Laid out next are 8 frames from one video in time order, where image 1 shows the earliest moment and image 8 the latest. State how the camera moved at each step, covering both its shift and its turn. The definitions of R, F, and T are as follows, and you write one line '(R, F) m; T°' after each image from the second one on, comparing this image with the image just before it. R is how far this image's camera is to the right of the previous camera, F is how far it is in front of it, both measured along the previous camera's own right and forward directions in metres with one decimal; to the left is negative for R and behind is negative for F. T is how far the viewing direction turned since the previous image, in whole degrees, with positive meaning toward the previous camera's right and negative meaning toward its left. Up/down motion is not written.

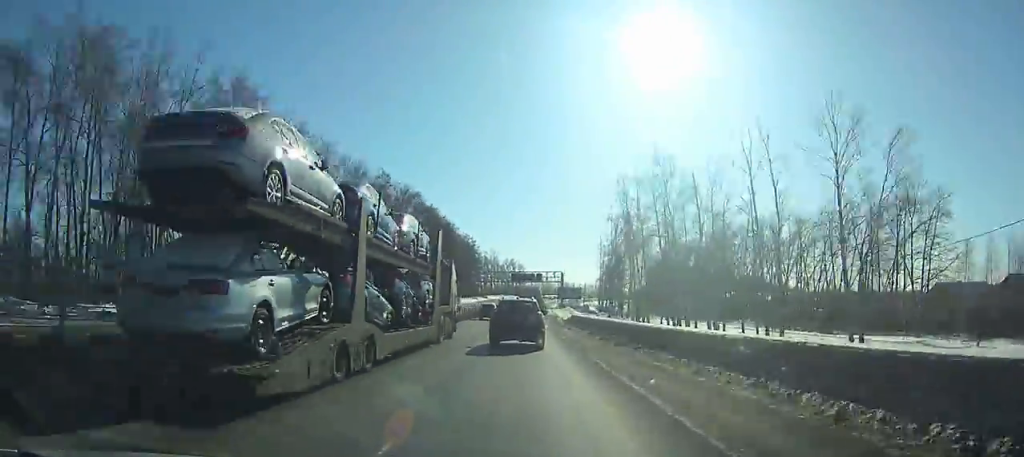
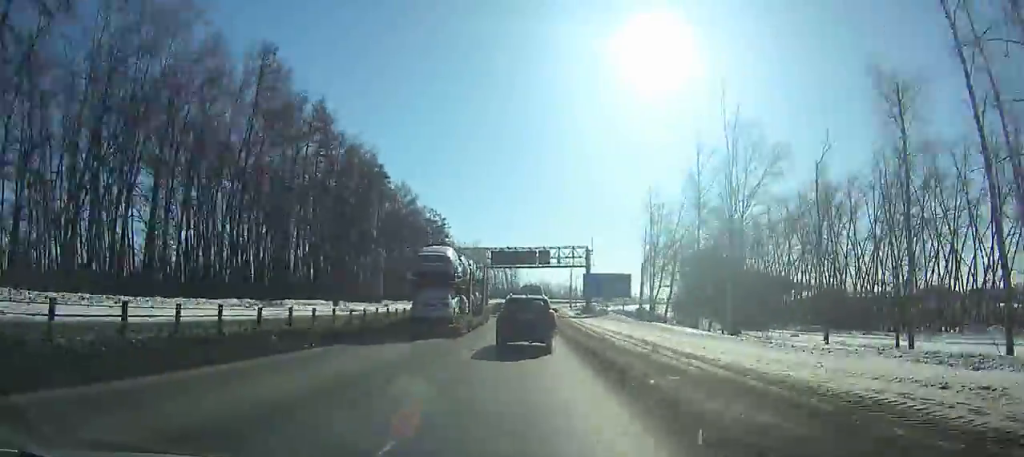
(+0.2, +72.1) m; +1°
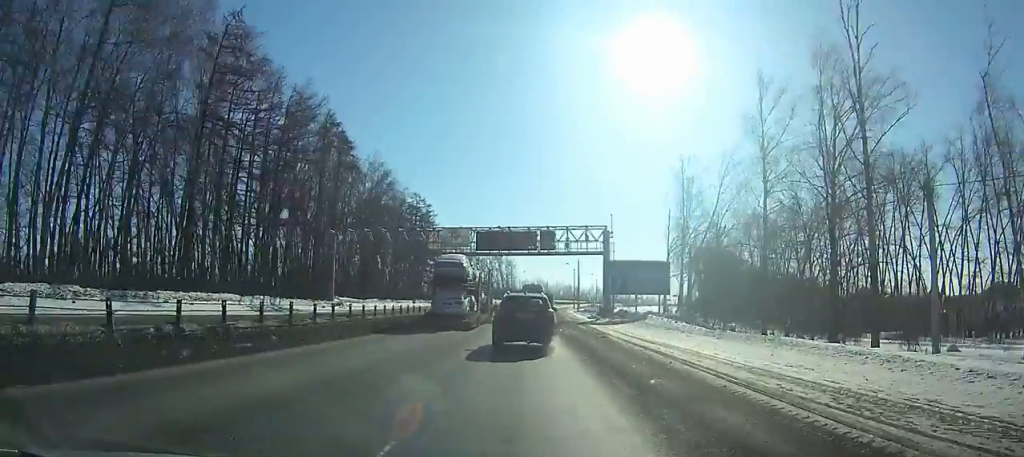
(+0.1, +21.0) m; 0°
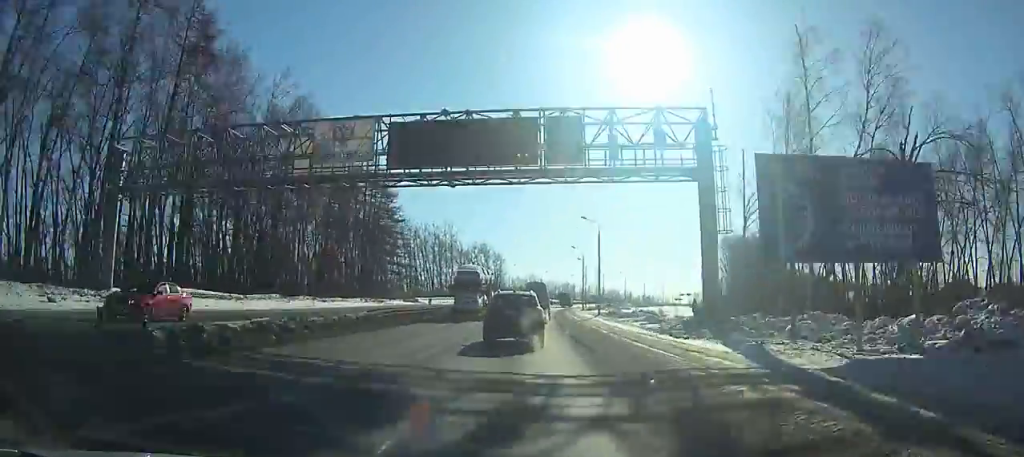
(+0.2, +38.4) m; +1°
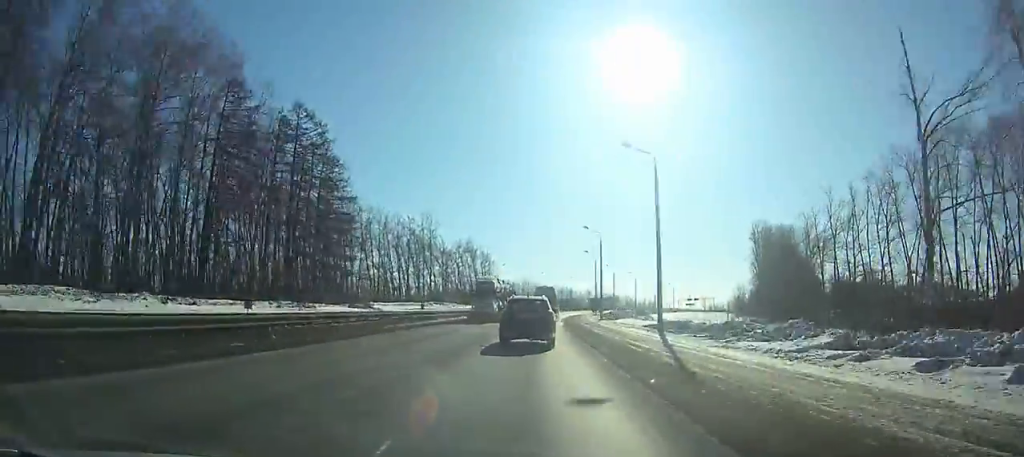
(+0.2, +29.6) m; +1°
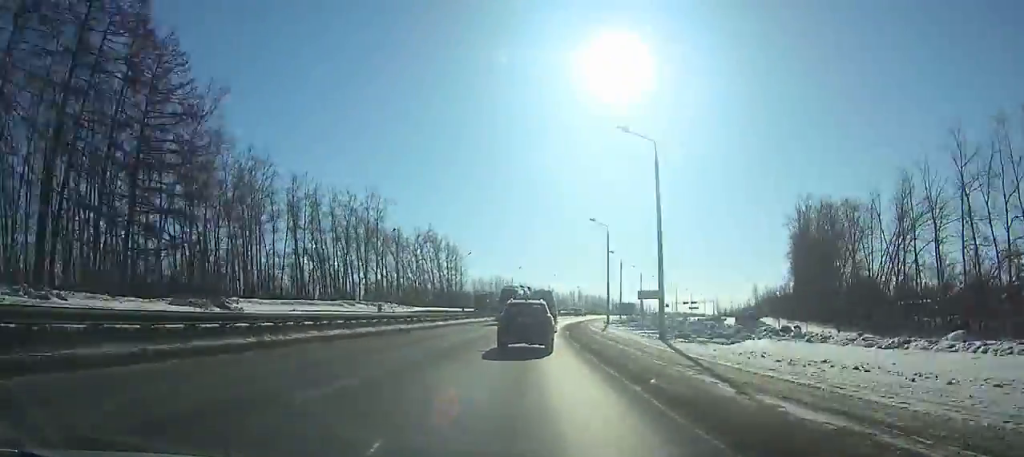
(+0.5, +36.4) m; +2°
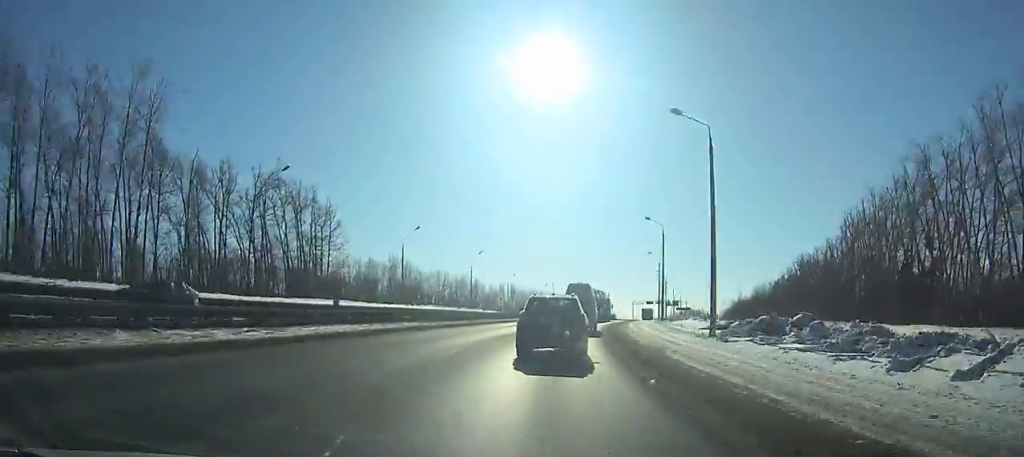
(+2.2, +63.4) m; +7°
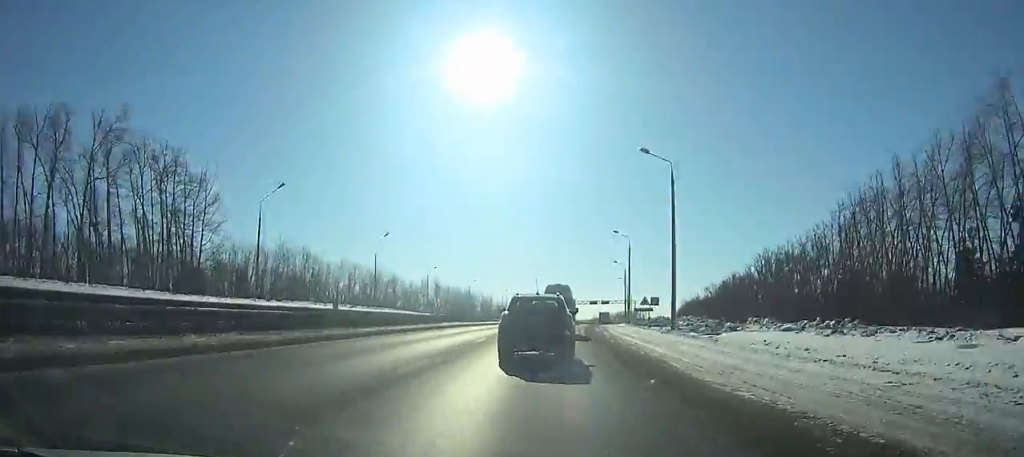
(+0.9, +25.3) m; +4°
